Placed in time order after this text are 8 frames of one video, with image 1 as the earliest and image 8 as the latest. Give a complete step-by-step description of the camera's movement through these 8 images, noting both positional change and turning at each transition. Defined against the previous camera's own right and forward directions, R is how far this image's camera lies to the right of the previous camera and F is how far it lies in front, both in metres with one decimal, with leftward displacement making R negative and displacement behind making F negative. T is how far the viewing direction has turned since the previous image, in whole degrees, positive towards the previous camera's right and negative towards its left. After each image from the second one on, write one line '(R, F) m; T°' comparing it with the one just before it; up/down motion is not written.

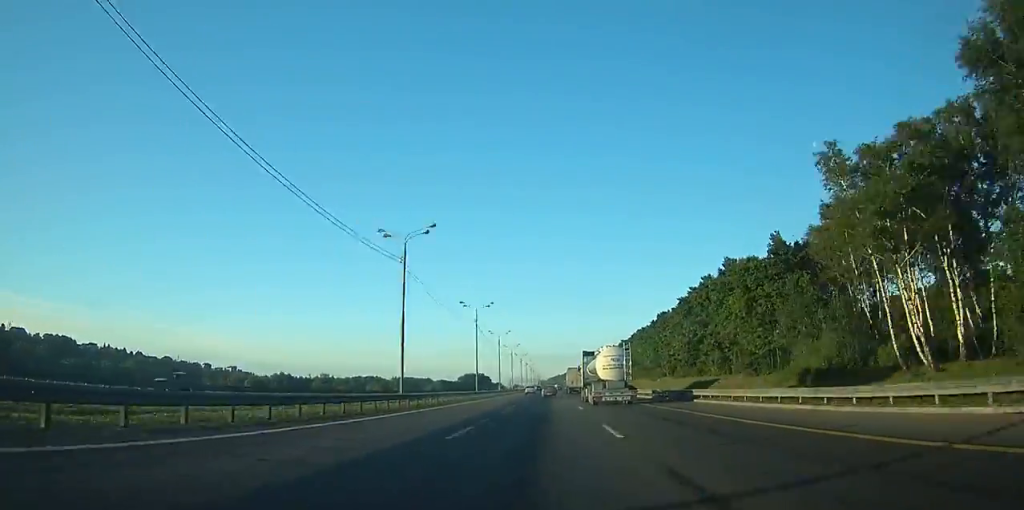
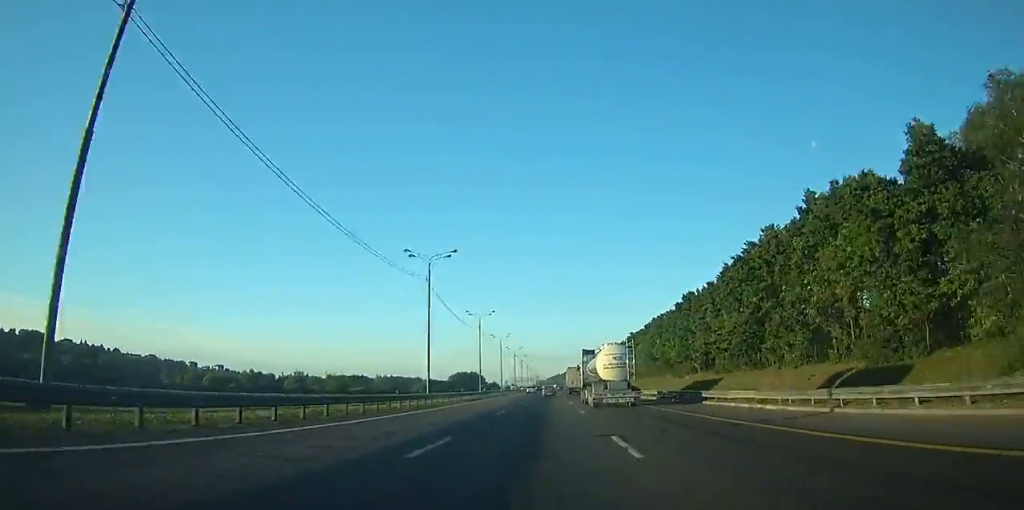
(-0.1, +33.7) m; 0°
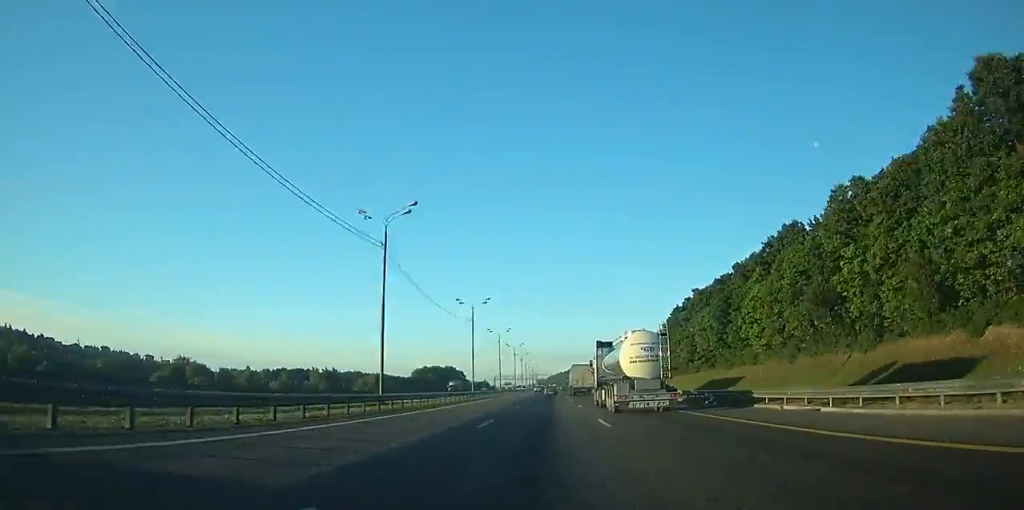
(-0.3, +101.7) m; 0°
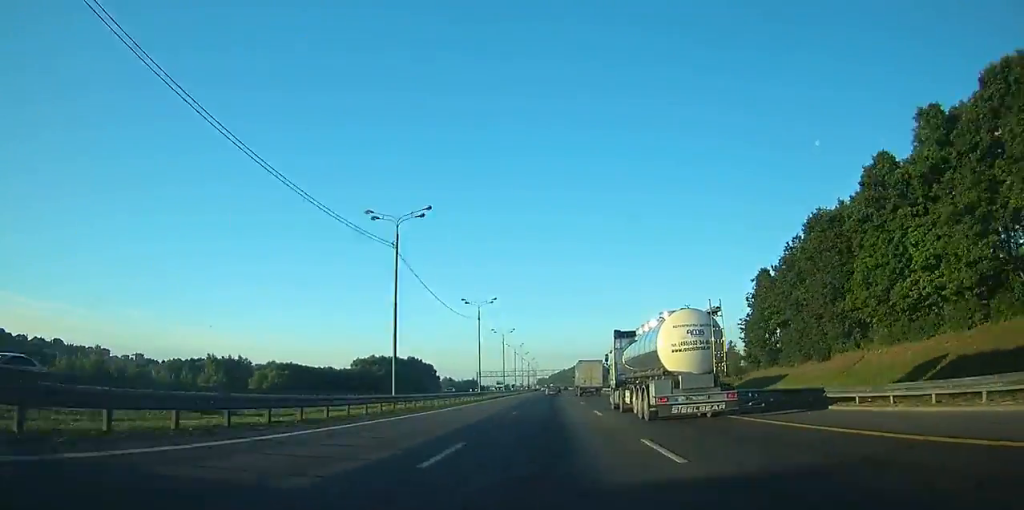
(0.0, +87.6) m; 0°
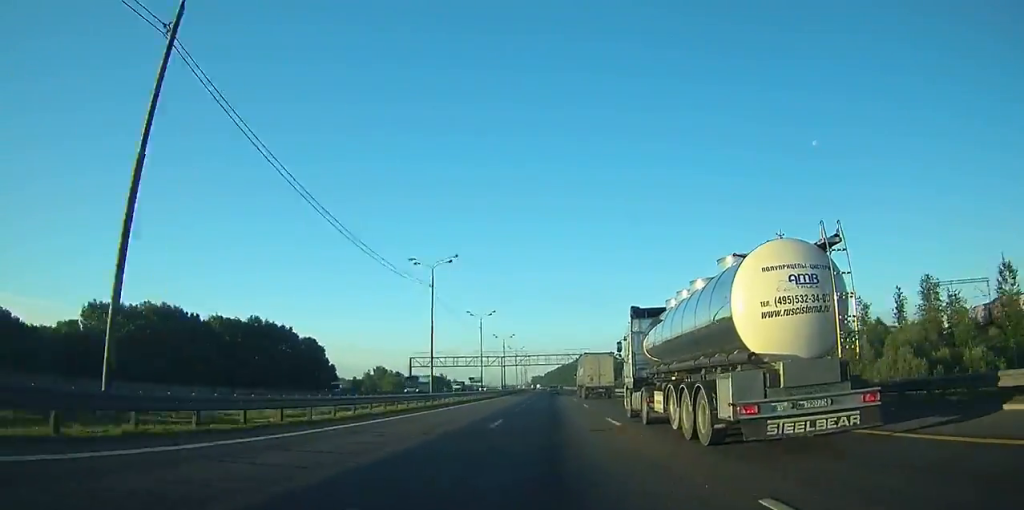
(+0.5, +123.9) m; 0°
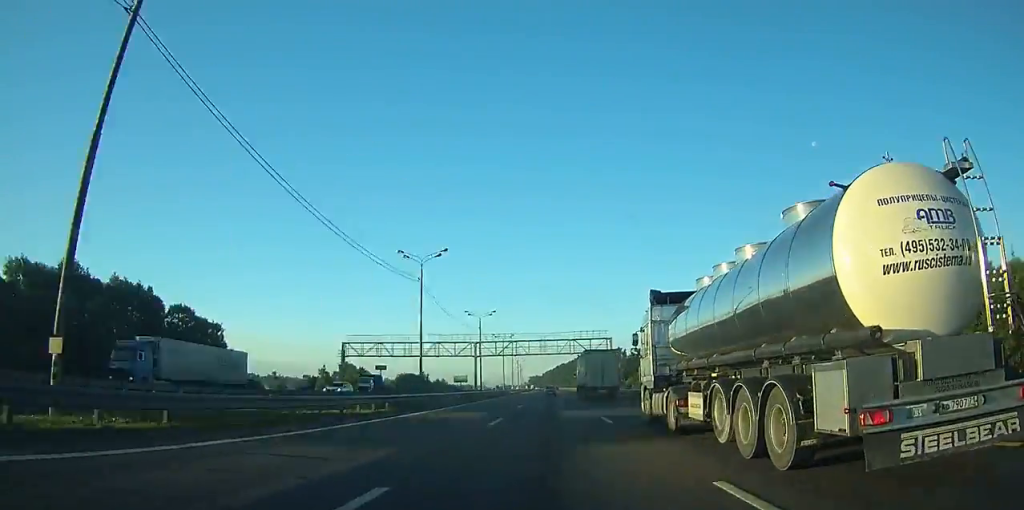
(0.0, +48.7) m; 0°
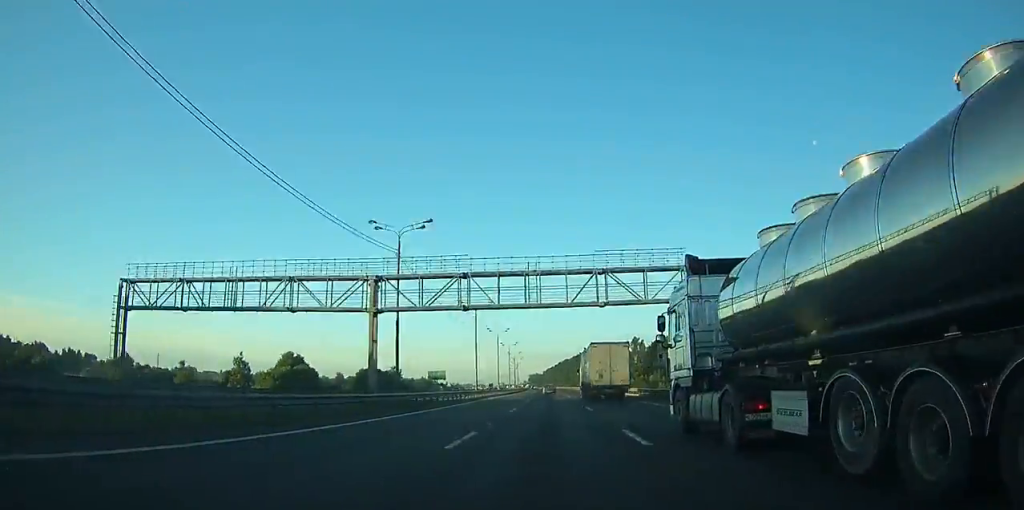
(0.0, +59.6) m; 0°
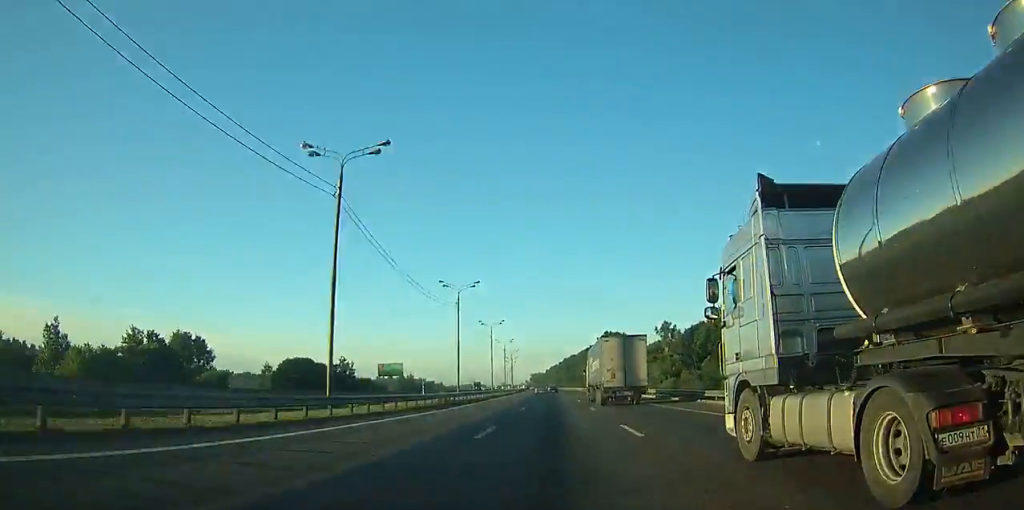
(+0.1, +64.0) m; 0°
